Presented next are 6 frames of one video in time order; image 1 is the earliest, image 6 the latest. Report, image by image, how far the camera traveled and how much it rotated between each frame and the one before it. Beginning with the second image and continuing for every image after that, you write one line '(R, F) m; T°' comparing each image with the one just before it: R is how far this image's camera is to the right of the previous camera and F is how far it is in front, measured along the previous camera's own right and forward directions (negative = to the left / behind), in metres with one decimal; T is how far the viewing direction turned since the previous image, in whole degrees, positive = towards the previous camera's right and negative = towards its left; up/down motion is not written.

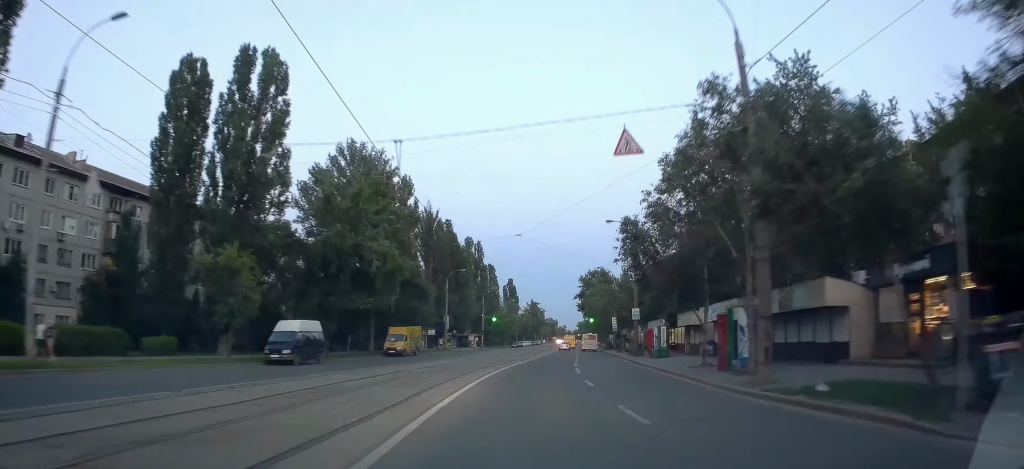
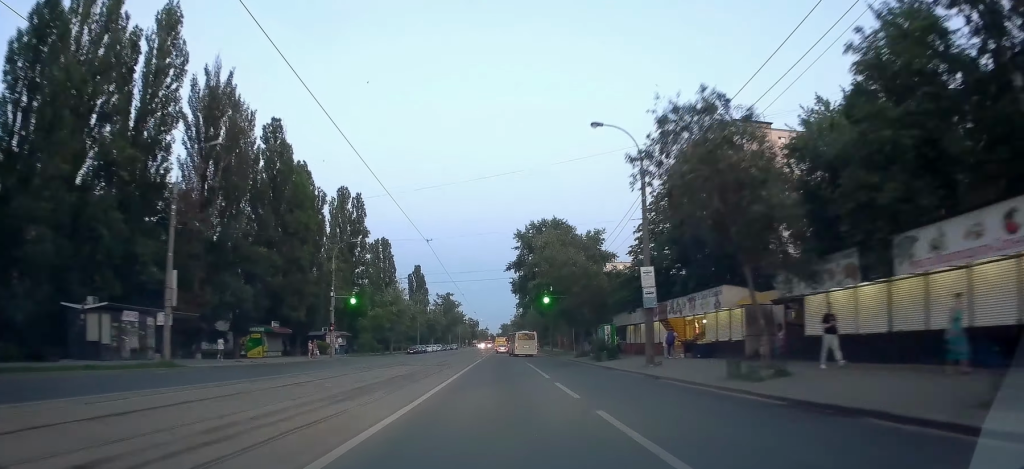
(+5.8, +55.7) m; +11°
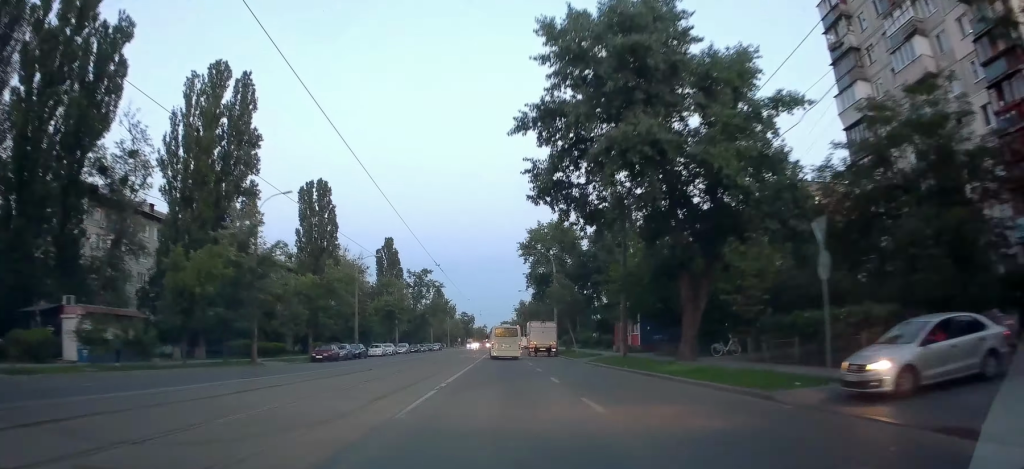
(-0.5, +54.0) m; -2°
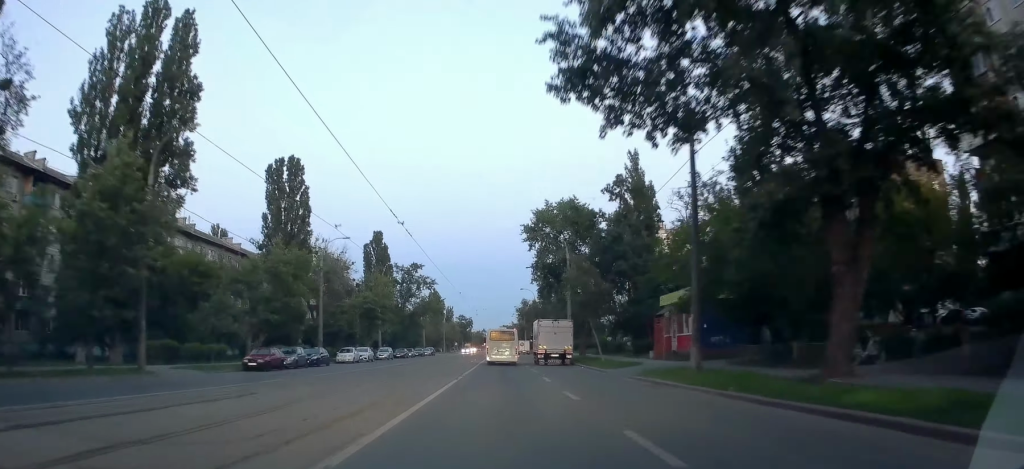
(+0.1, +14.2) m; 0°
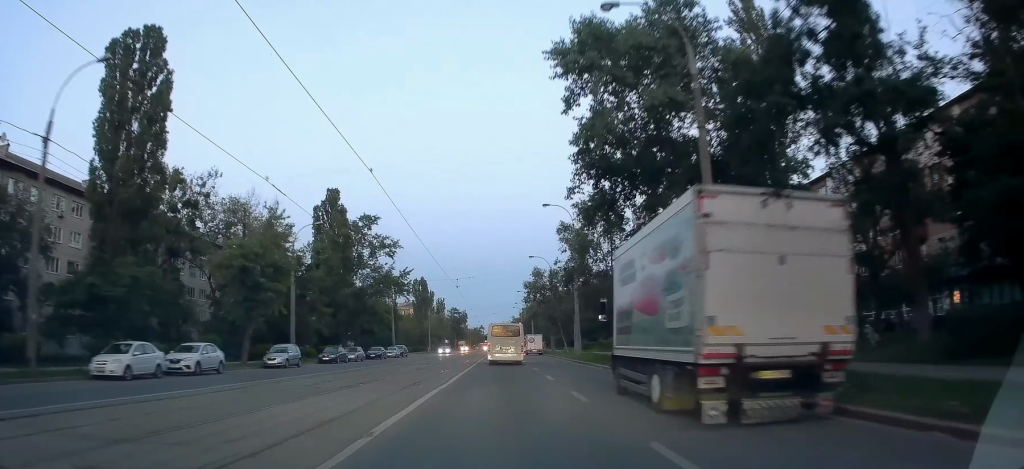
(-0.2, +38.0) m; +1°
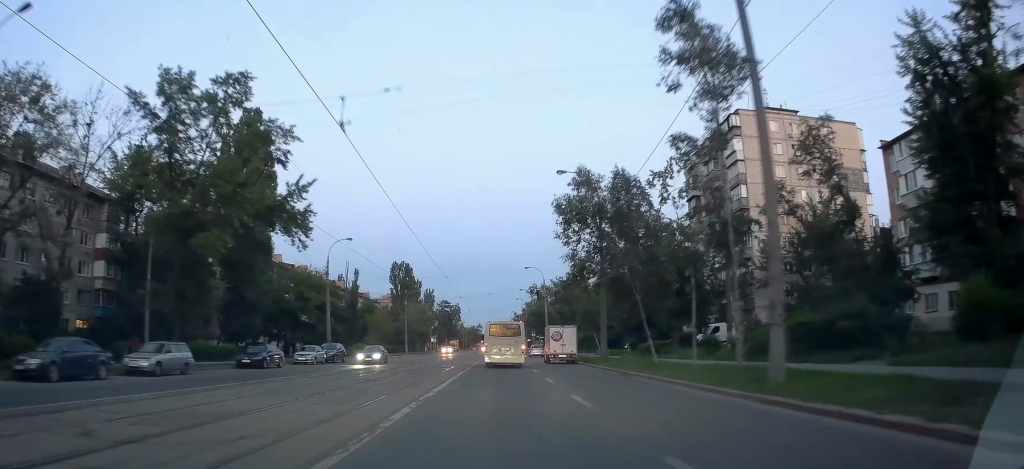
(+1.0, +37.1) m; +1°
